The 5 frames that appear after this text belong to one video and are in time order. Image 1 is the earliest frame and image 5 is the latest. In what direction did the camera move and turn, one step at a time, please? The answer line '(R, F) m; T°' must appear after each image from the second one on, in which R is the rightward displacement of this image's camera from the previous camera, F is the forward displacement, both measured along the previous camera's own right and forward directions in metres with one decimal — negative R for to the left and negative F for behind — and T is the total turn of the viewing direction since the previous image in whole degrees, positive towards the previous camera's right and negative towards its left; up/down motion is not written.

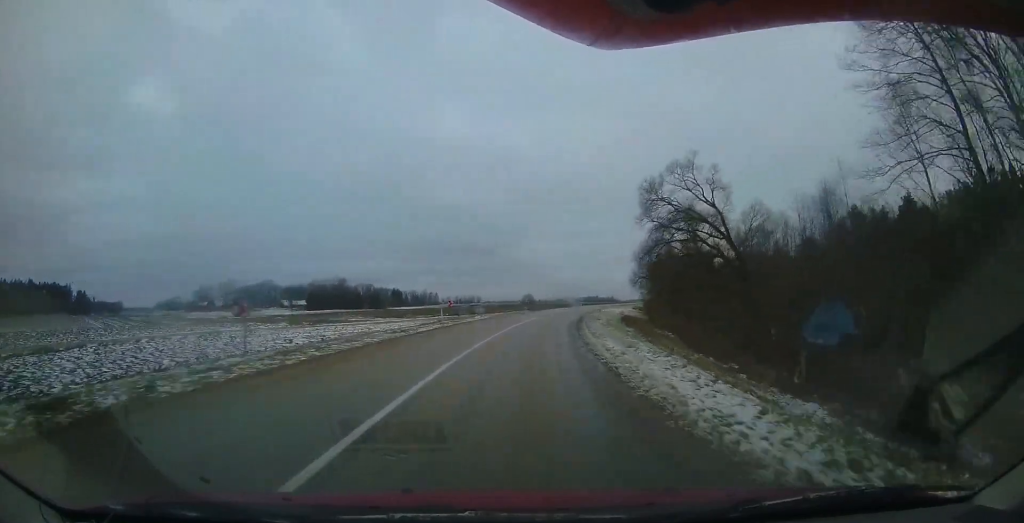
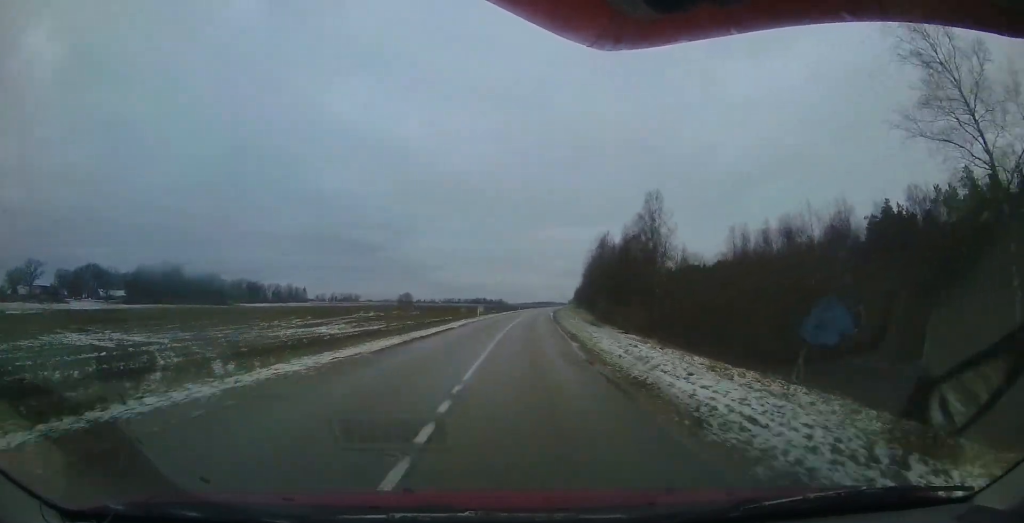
(+9.3, +44.5) m; +20°
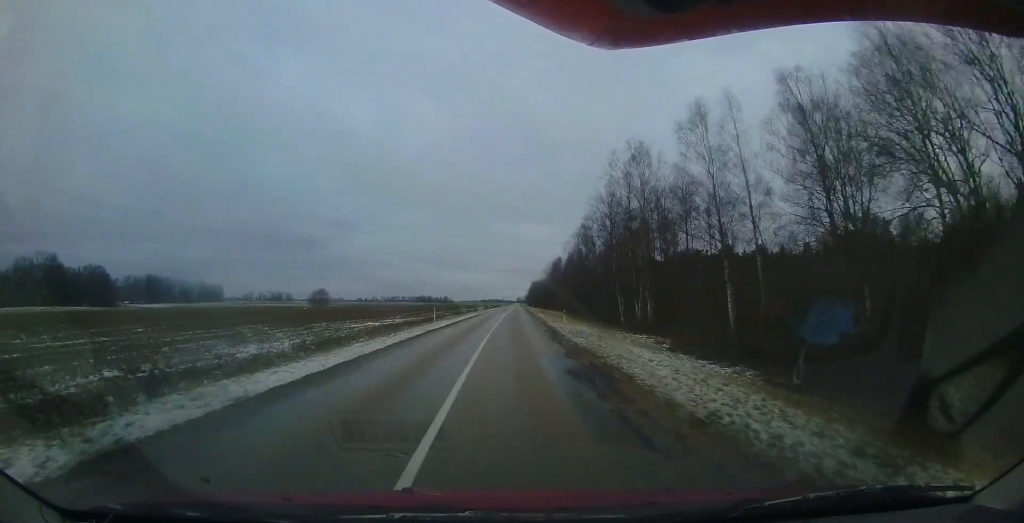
(+6.1, +45.2) m; +14°
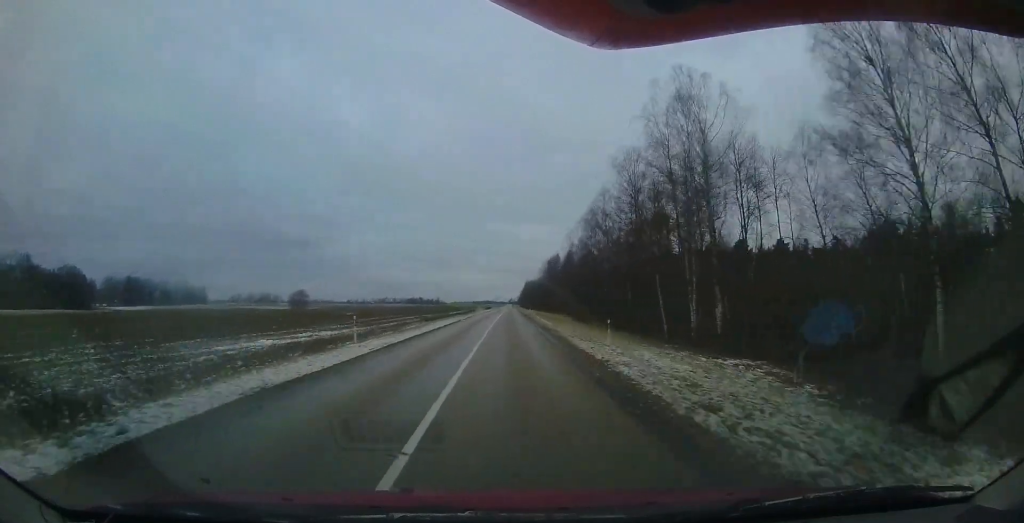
(+0.3, +12.3) m; +2°
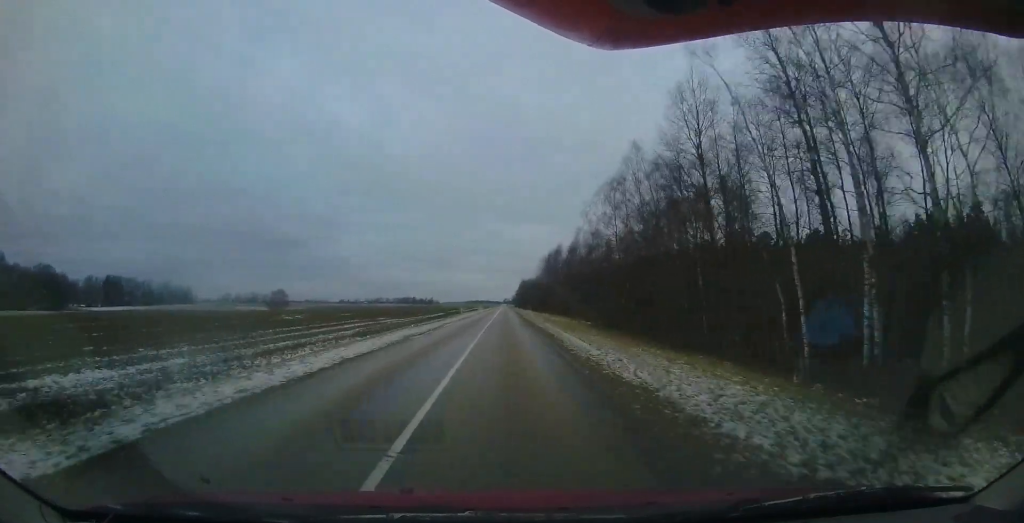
(0.0, +13.9) m; +2°
